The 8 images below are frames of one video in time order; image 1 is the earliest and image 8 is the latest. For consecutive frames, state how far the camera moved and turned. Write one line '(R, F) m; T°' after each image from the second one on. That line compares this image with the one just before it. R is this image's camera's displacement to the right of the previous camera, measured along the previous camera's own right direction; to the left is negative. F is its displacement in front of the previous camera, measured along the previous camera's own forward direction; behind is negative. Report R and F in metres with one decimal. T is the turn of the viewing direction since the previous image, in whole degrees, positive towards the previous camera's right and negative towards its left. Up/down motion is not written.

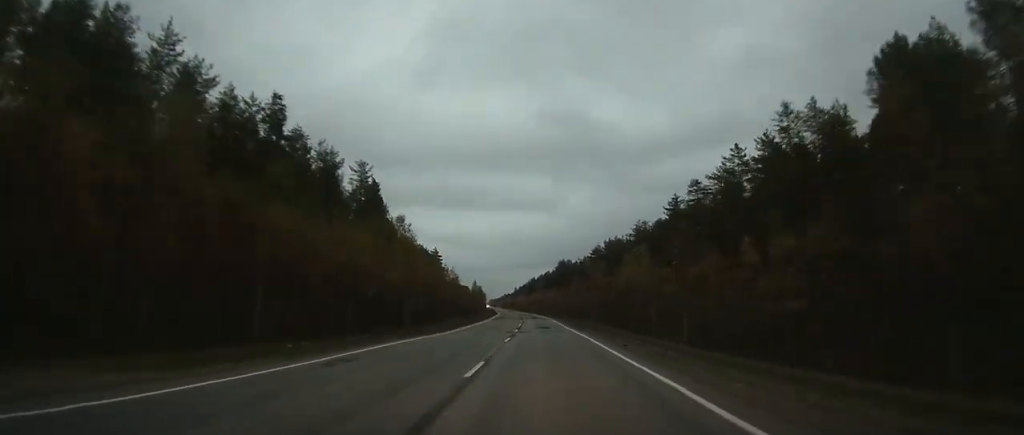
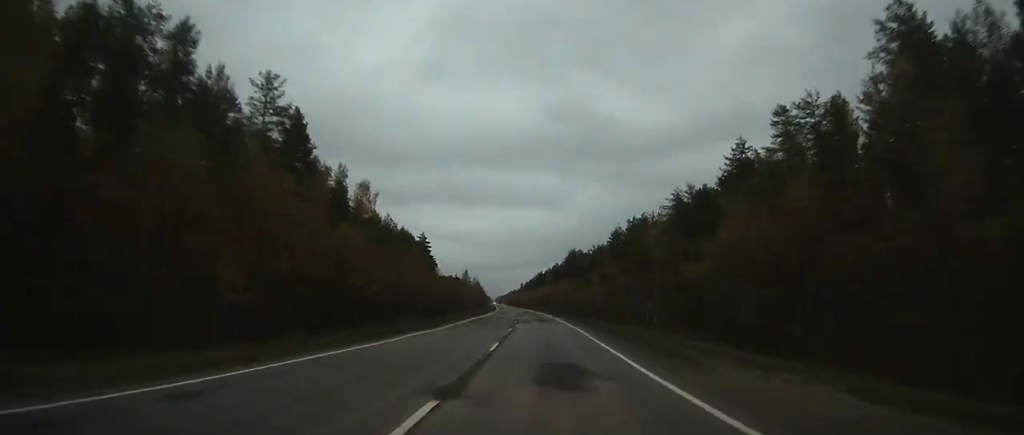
(-0.3, +28.9) m; -1°
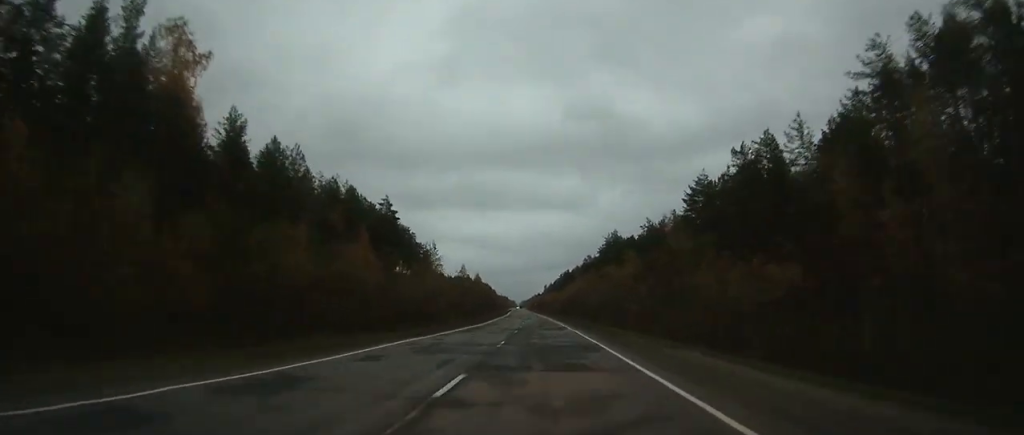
(-0.7, +58.1) m; -1°
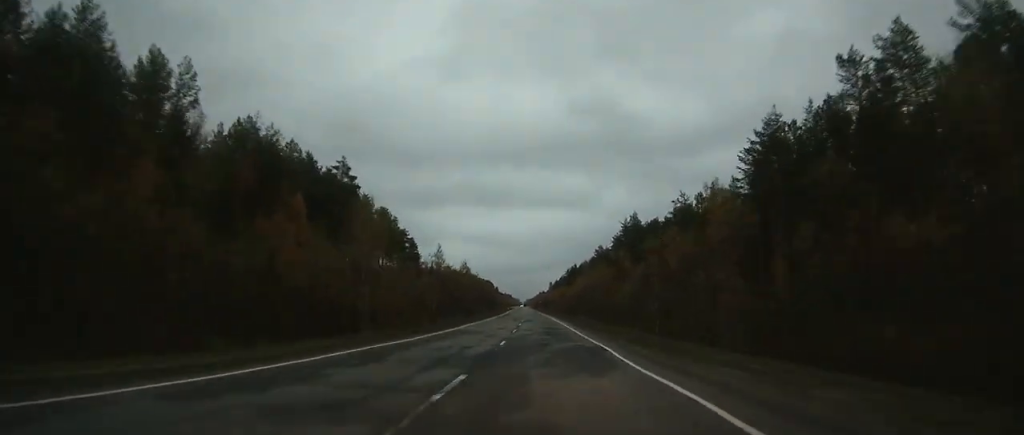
(-0.1, +26.1) m; -1°
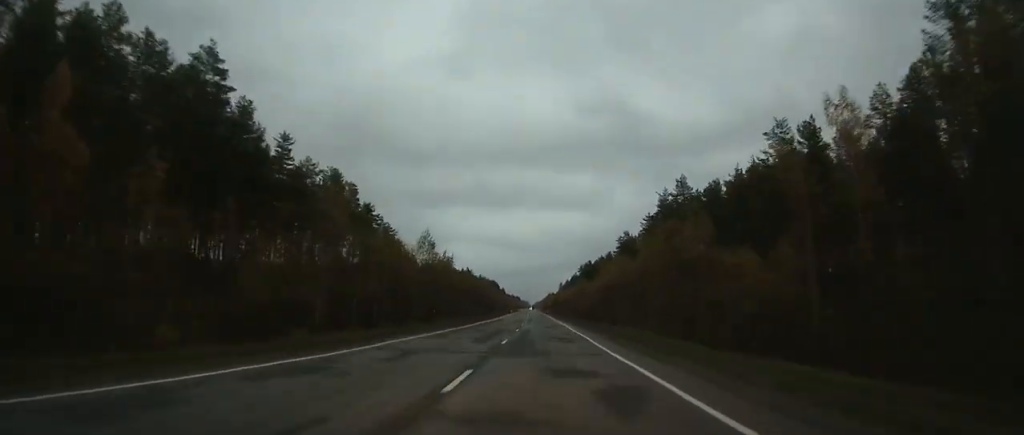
(-0.1, +37.4) m; -1°
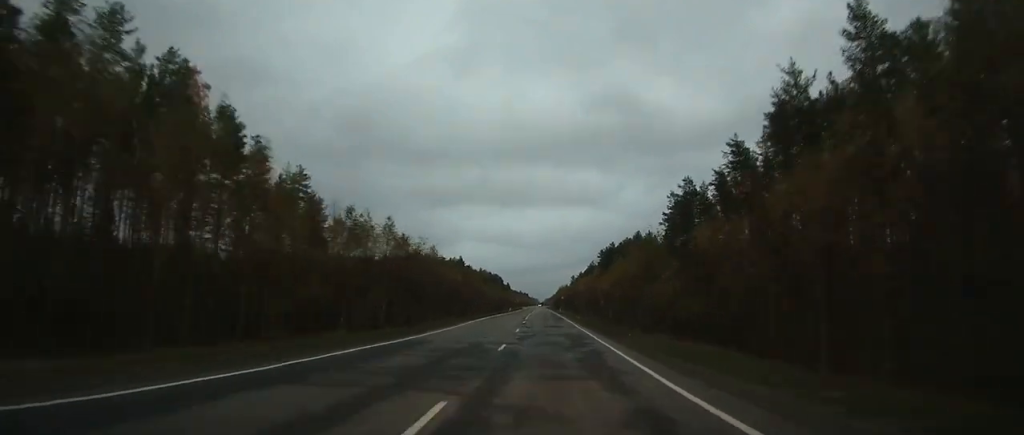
(-1.3, +53.1) m; -1°
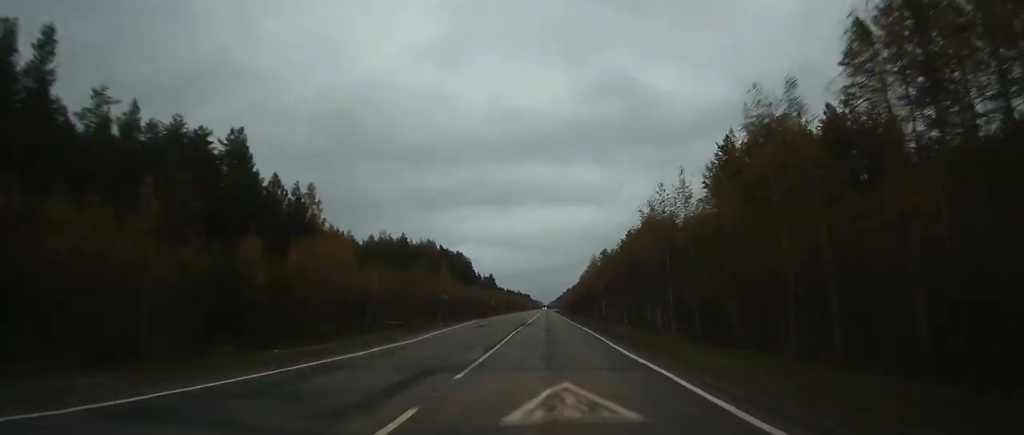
(+0.5, +173.2) m; +1°
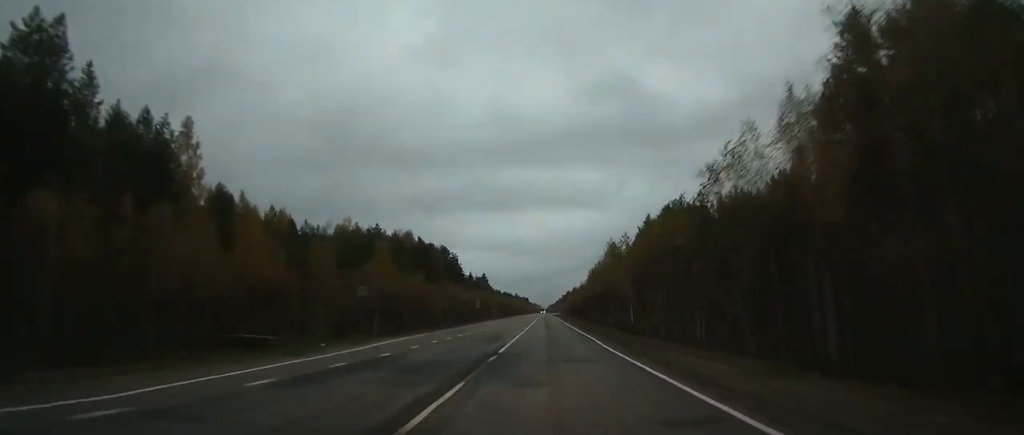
(+0.2, +29.4) m; 0°
